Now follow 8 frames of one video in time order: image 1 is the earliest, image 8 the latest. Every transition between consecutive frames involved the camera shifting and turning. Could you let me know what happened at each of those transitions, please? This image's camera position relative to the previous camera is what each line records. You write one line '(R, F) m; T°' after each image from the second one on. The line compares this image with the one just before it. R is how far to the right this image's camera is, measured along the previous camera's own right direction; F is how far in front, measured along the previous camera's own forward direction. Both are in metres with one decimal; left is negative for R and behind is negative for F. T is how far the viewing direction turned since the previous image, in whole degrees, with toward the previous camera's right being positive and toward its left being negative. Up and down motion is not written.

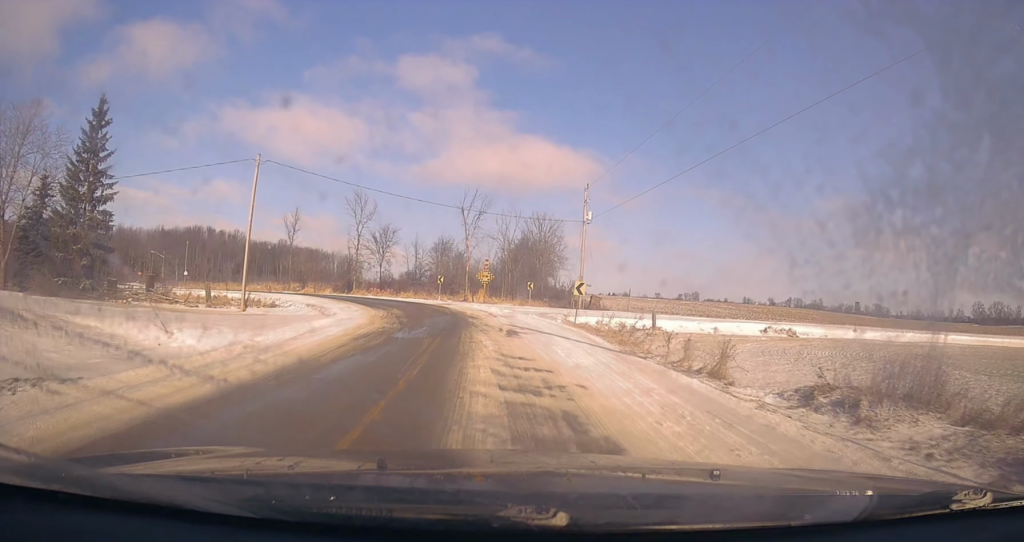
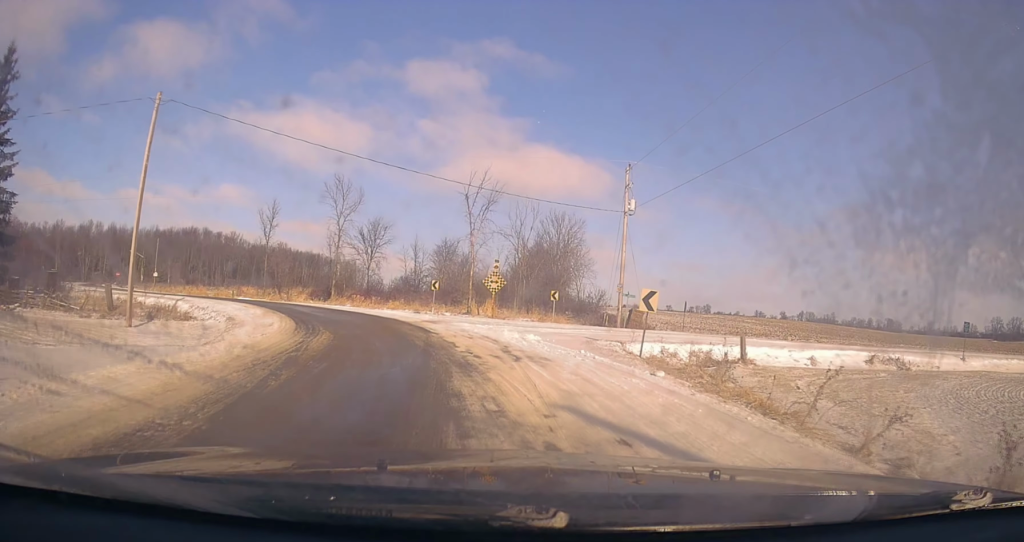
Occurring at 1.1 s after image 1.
(-0.2, +15.3) m; -1°
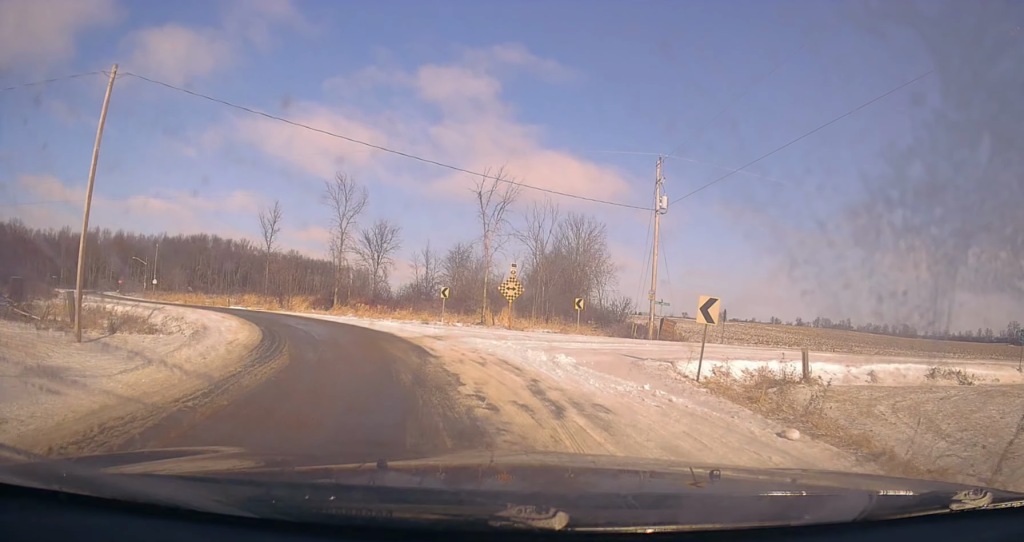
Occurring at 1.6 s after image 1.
(+0.1, +5.4) m; -1°
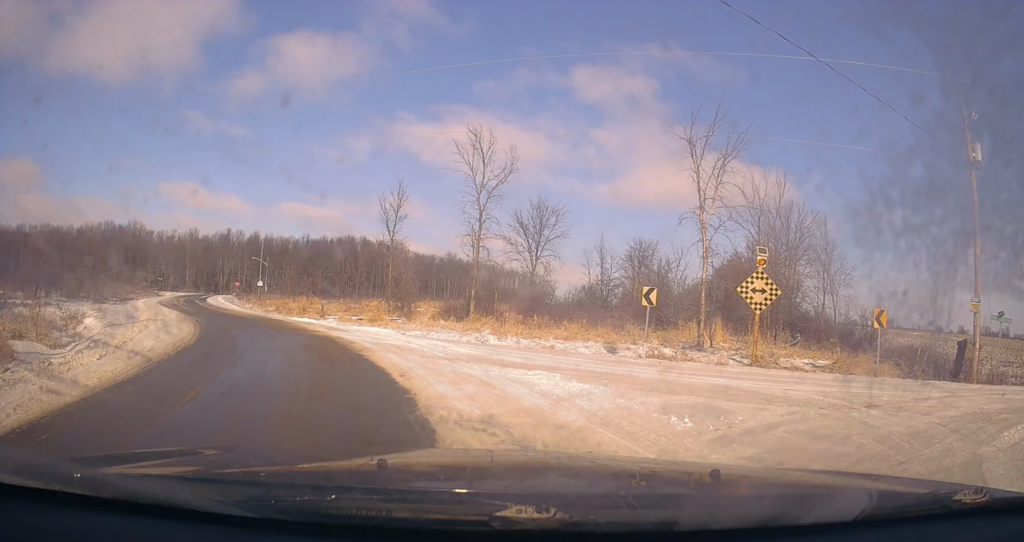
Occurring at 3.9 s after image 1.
(-1.4, +18.1) m; -12°
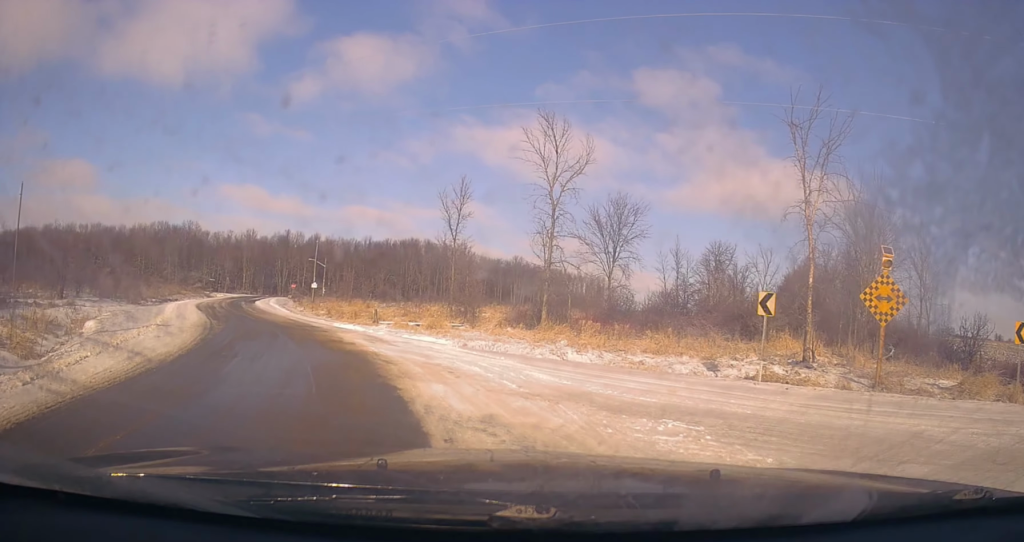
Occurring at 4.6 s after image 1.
(-0.3, +4.2) m; -9°
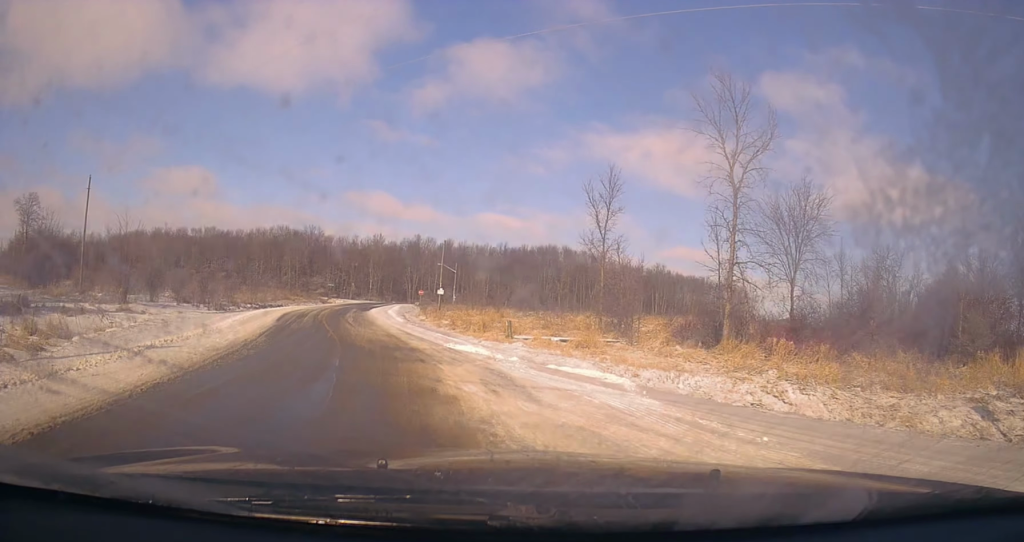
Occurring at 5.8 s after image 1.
(-1.1, +7.1) m; -12°
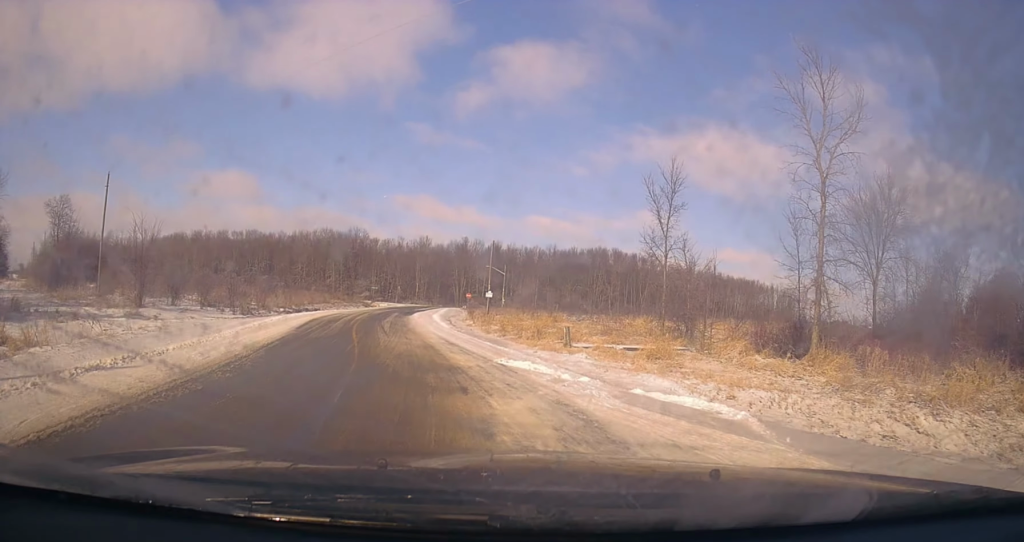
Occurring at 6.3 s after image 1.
(-0.1, +3.3) m; -4°
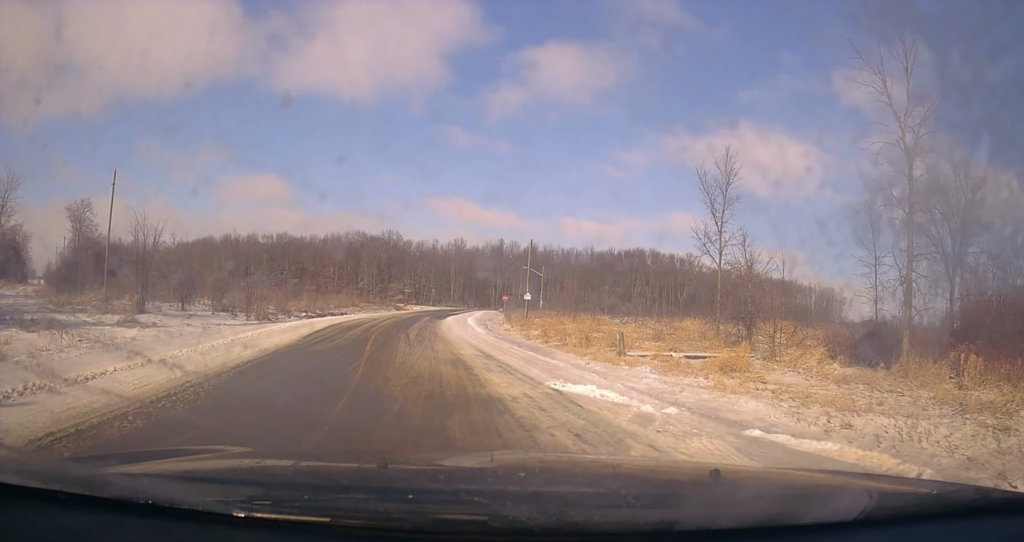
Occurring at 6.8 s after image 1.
(+0.2, +3.2) m; -3°
